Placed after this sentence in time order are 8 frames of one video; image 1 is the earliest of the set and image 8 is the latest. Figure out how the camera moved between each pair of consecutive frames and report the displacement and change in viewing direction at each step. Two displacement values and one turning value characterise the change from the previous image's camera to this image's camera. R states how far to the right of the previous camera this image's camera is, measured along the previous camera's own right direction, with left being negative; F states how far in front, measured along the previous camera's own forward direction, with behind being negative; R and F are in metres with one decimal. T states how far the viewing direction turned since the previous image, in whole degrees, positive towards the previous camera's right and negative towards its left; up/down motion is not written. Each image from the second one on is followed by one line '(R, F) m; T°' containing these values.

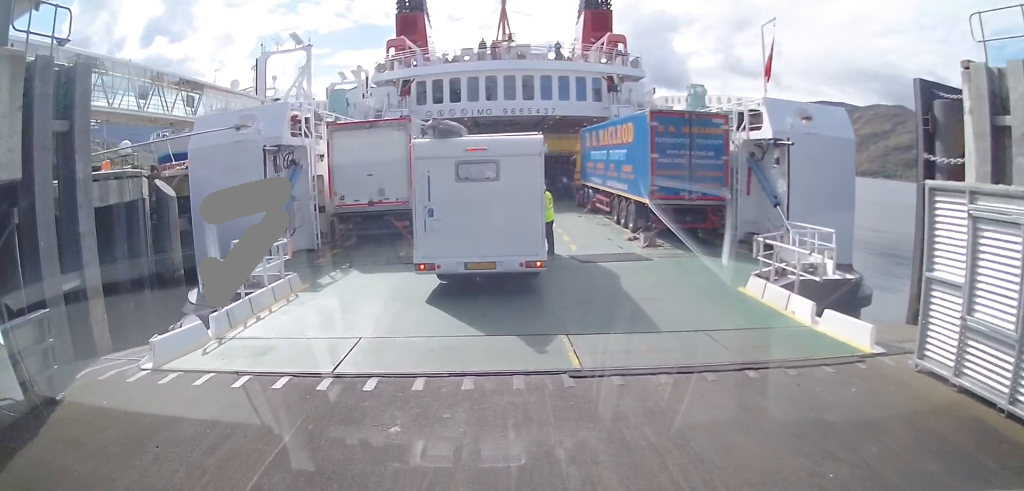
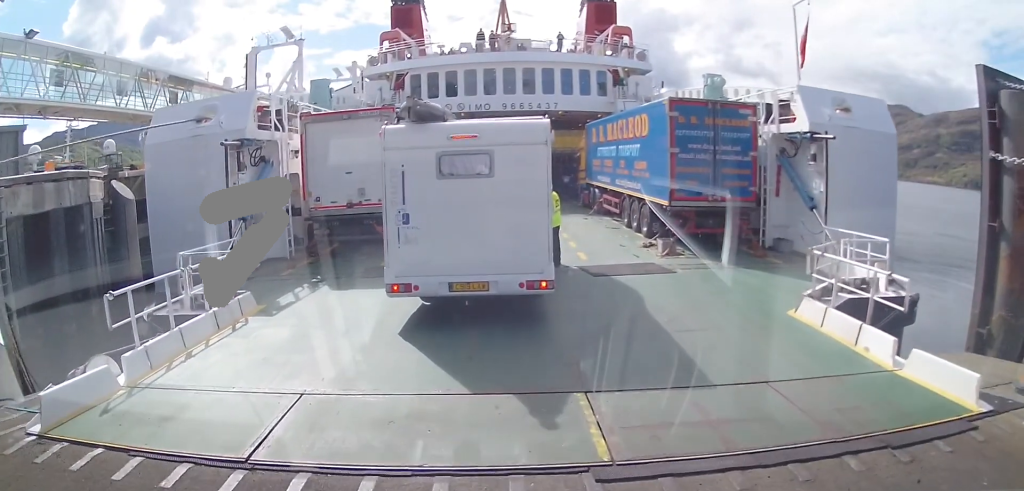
(+0.5, +1.5) m; 0°
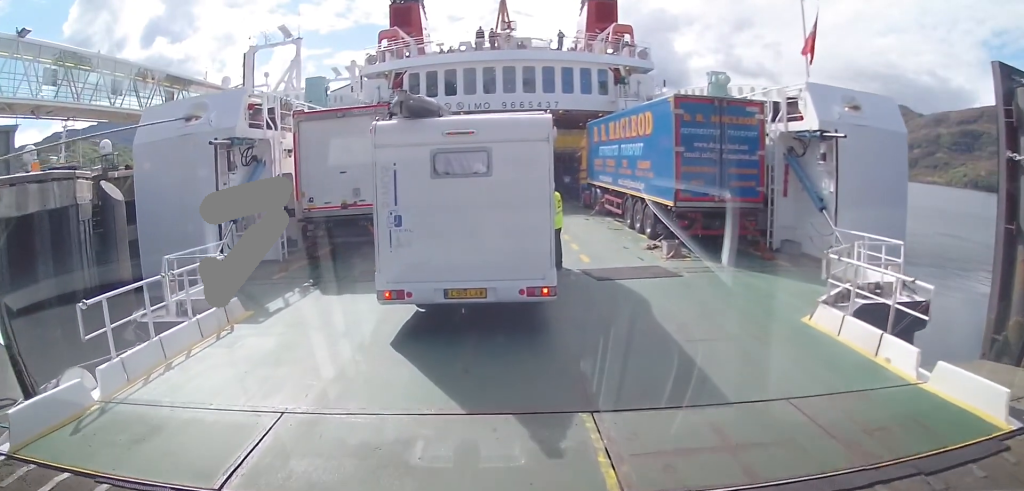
(+0.1, +0.2) m; 0°
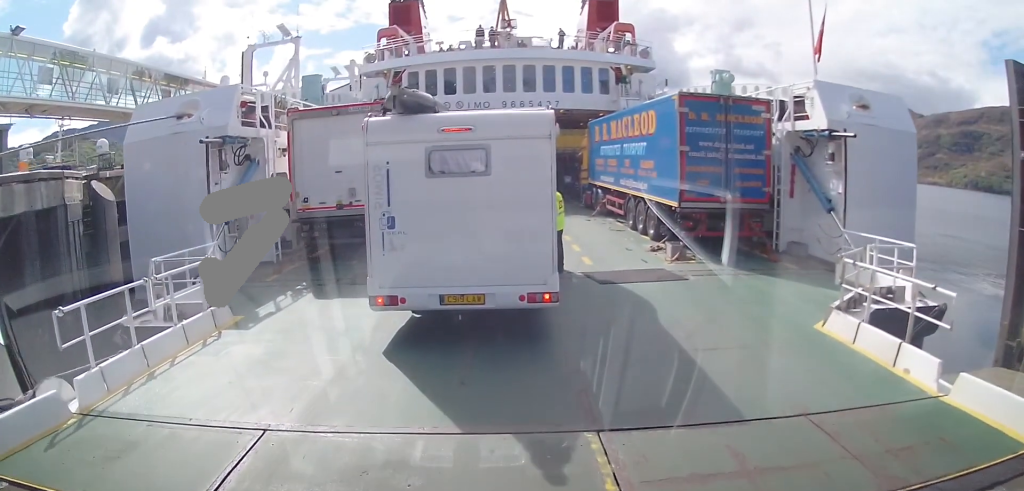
(+0.1, +0.2) m; 0°
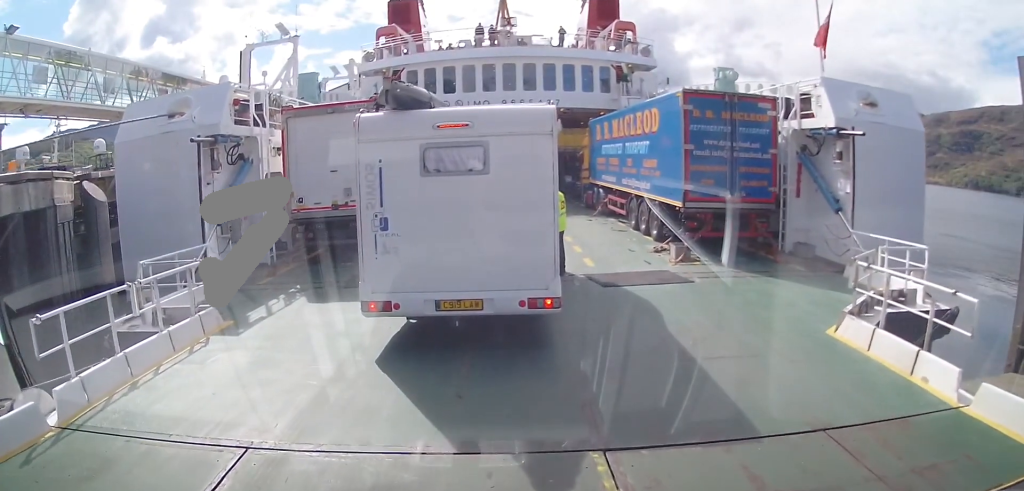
(+0.1, +0.2) m; 0°
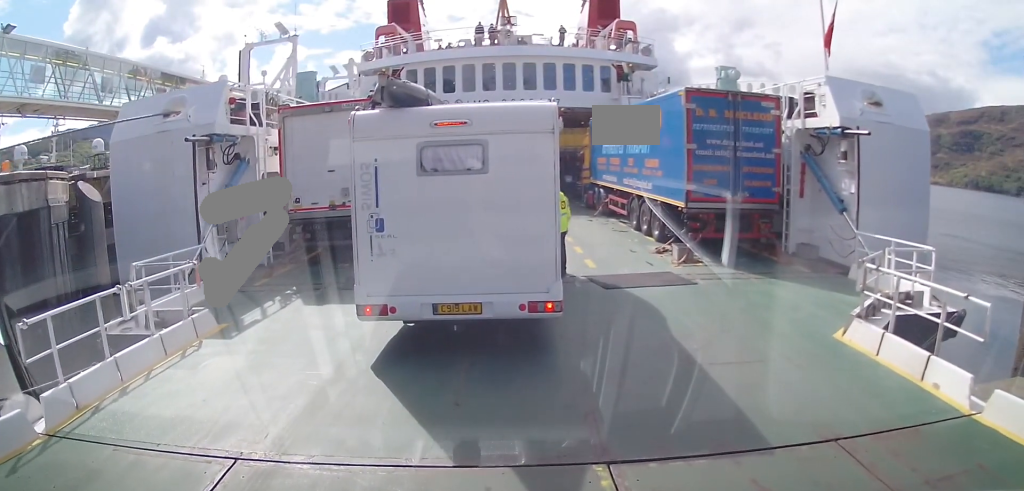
(+0.1, +0.2) m; 0°
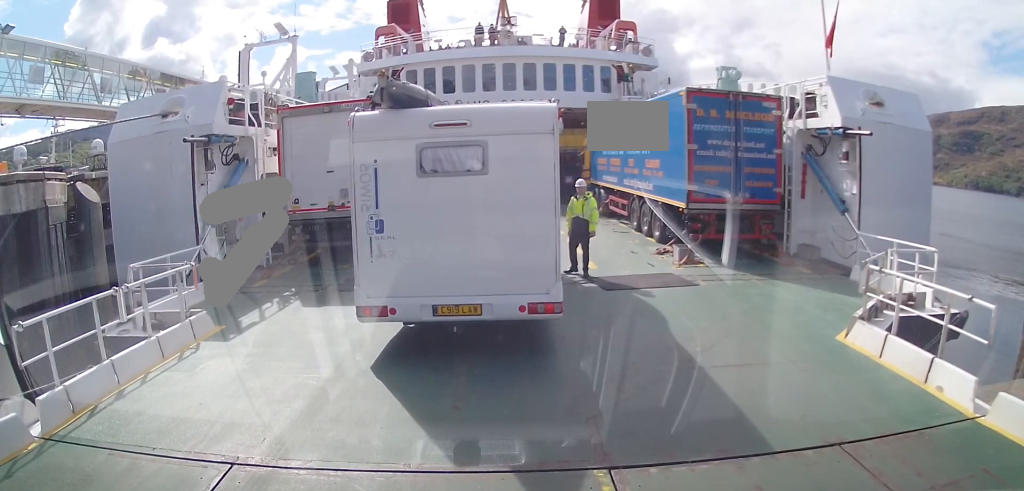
(0.0, 0.0) m; 0°
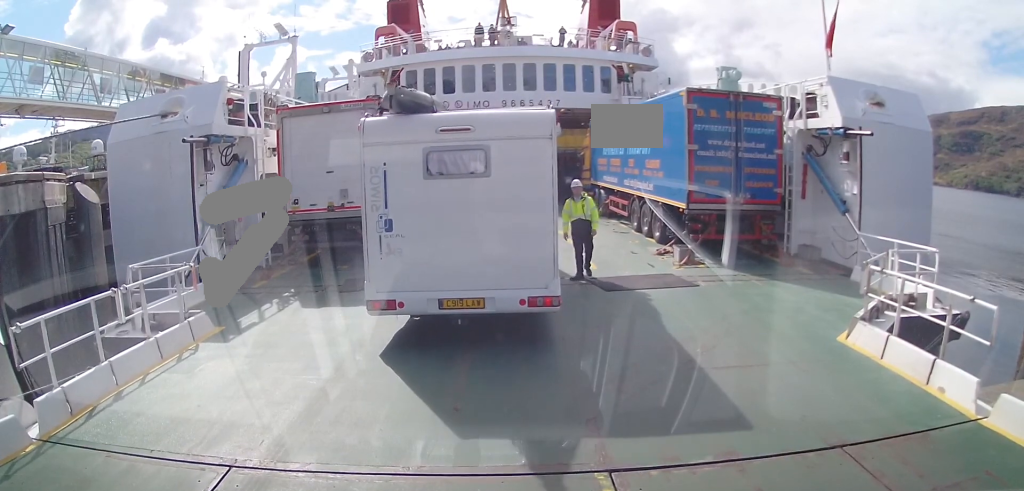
(0.0, +0.5) m; 0°
